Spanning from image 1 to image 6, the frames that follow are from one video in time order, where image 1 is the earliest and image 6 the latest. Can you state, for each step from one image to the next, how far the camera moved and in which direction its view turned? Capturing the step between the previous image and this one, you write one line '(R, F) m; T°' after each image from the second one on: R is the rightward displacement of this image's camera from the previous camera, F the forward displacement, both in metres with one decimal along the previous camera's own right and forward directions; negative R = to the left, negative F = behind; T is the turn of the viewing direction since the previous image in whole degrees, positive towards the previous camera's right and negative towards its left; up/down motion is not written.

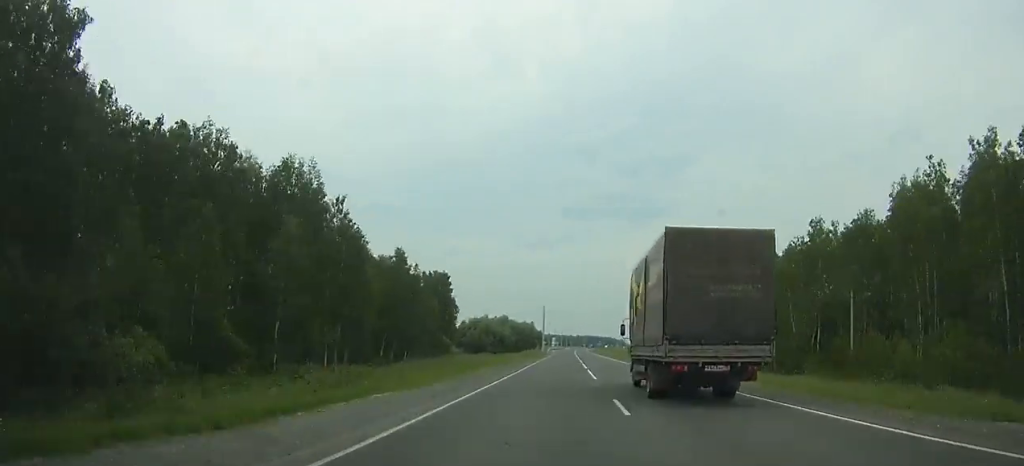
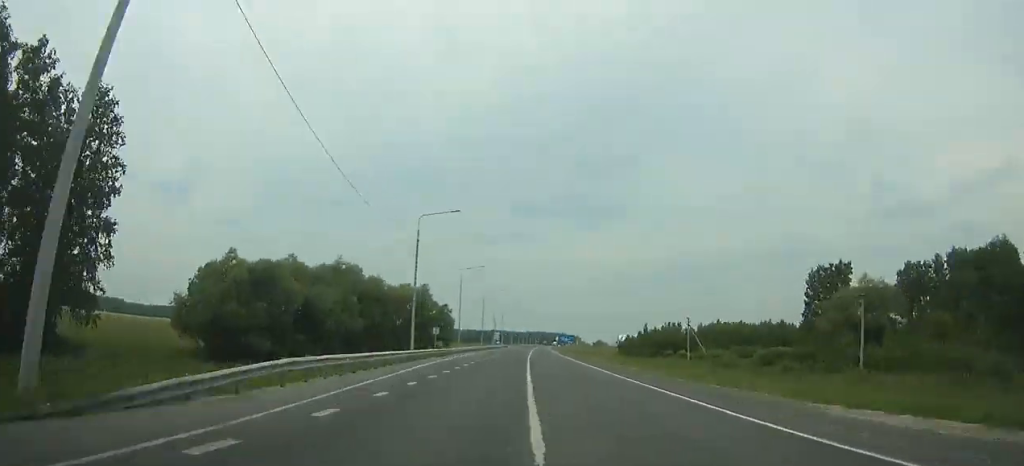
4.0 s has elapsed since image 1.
(+2.7, +120.0) m; +3°
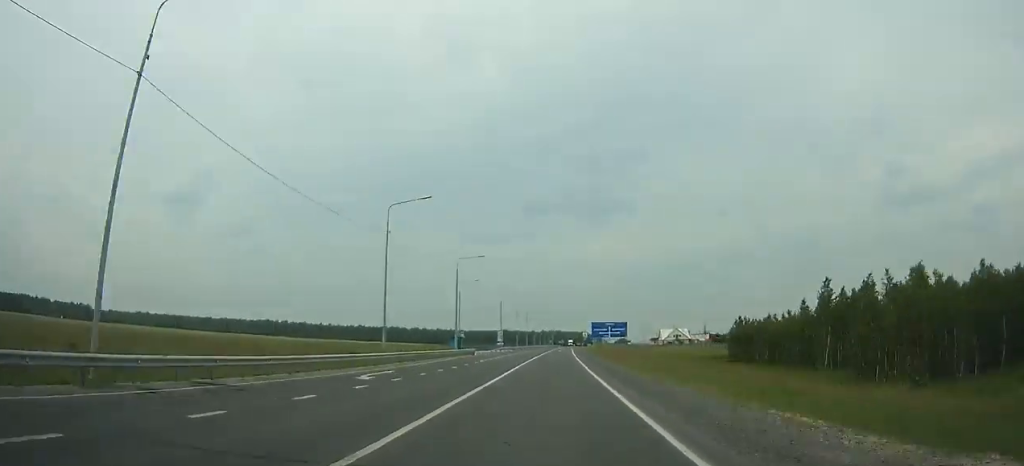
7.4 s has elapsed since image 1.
(+0.9, +97.5) m; +1°
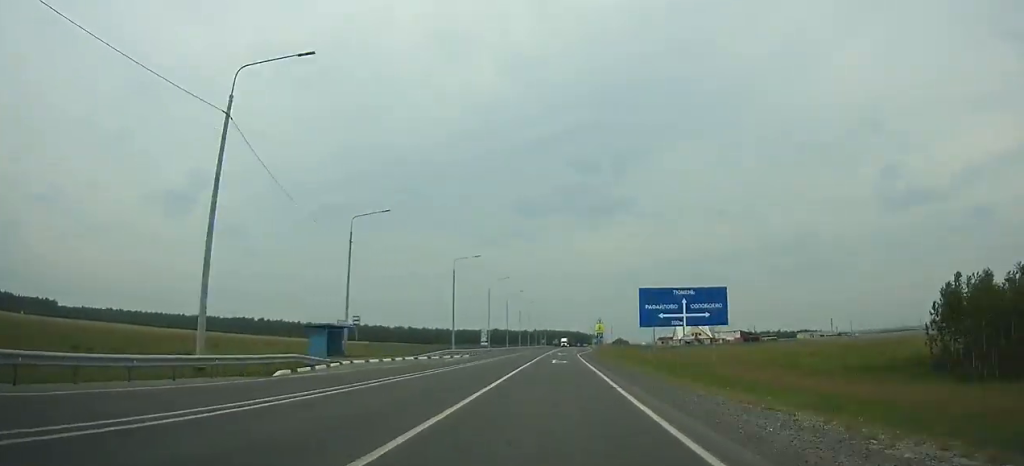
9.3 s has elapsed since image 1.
(+0.1, +51.5) m; +1°
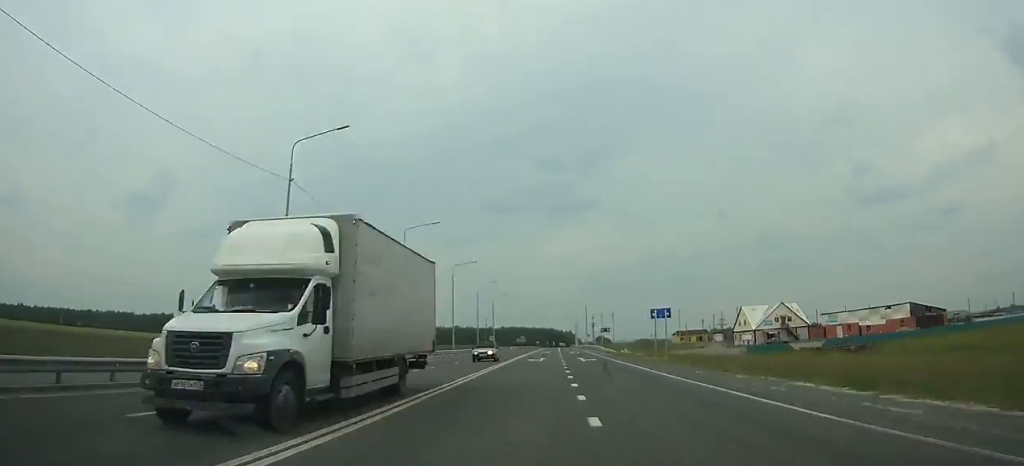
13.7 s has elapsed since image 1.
(+1.8, +116.9) m; +2°
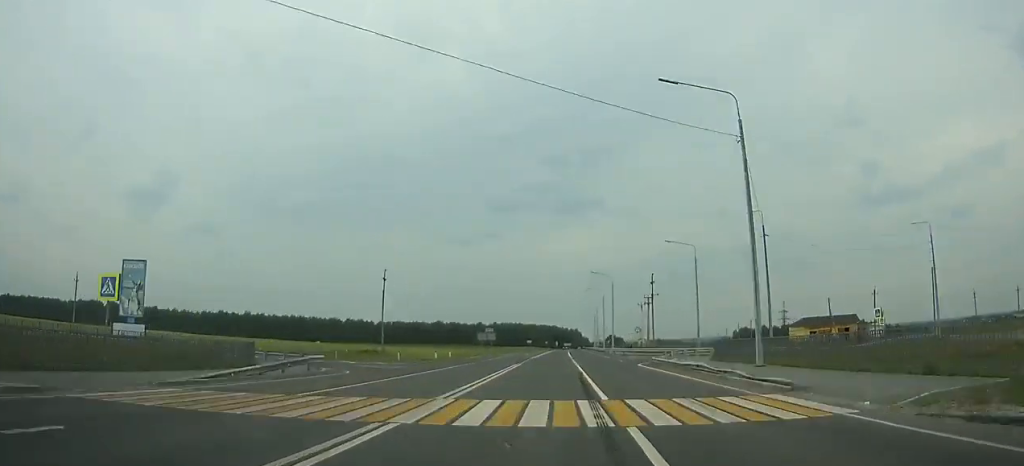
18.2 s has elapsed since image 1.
(+0.8, +123.0) m; +1°
